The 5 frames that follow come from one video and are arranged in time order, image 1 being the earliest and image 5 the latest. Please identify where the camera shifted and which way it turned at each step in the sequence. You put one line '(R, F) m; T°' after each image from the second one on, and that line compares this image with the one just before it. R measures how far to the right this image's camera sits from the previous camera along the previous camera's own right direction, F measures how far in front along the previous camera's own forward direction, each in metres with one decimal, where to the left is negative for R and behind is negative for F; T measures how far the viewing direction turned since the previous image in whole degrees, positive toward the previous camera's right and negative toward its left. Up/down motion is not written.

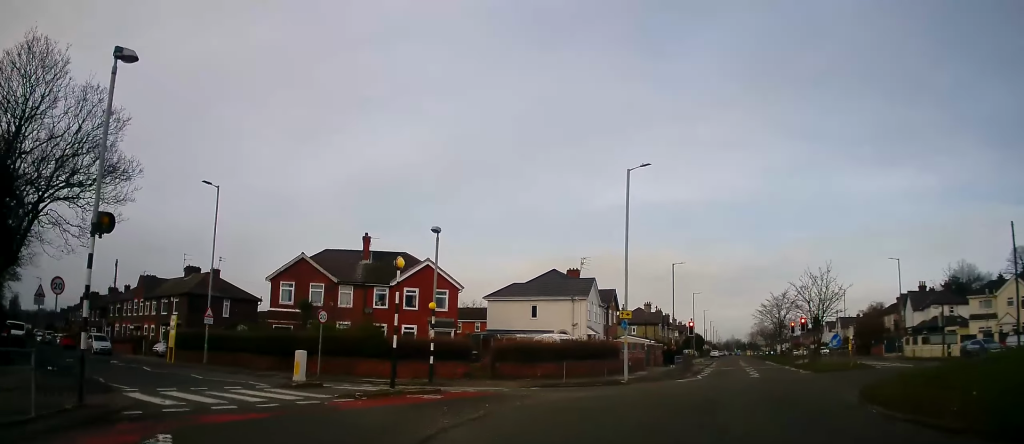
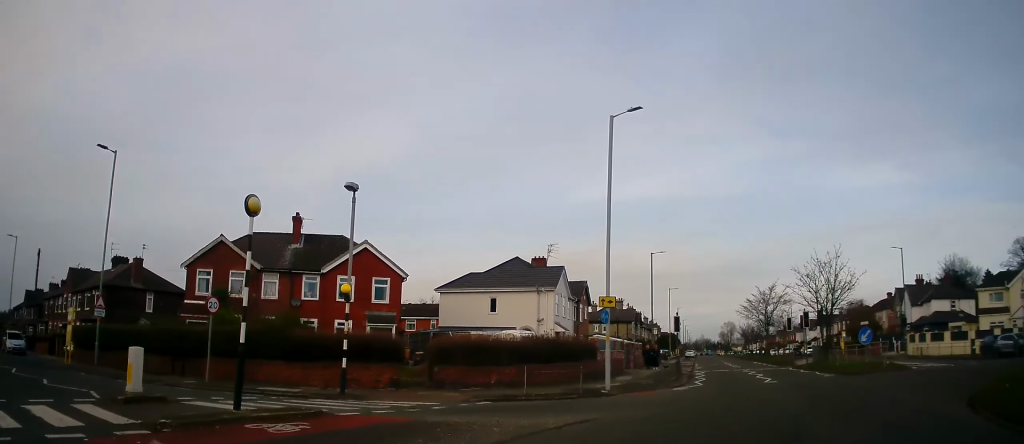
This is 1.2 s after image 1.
(+0.1, +6.8) m; +2°
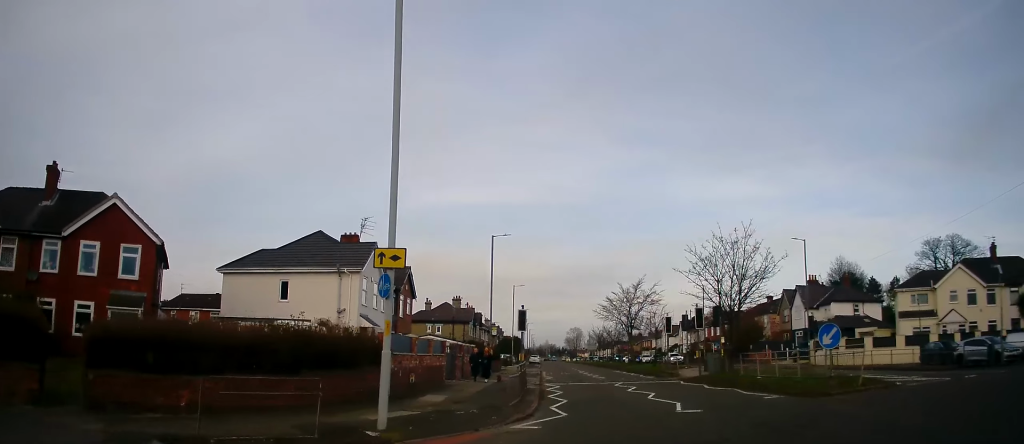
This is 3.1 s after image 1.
(+0.9, +10.4) m; +14°
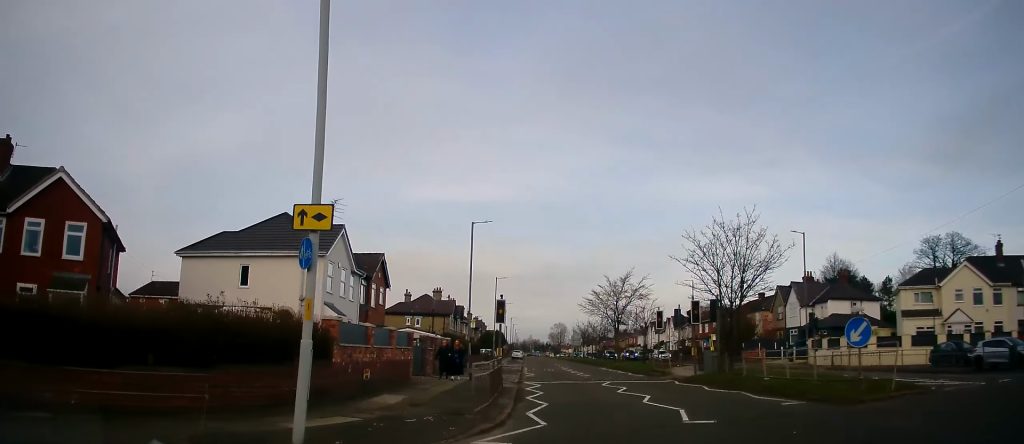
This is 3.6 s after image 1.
(+0.1, +2.8) m; +5°
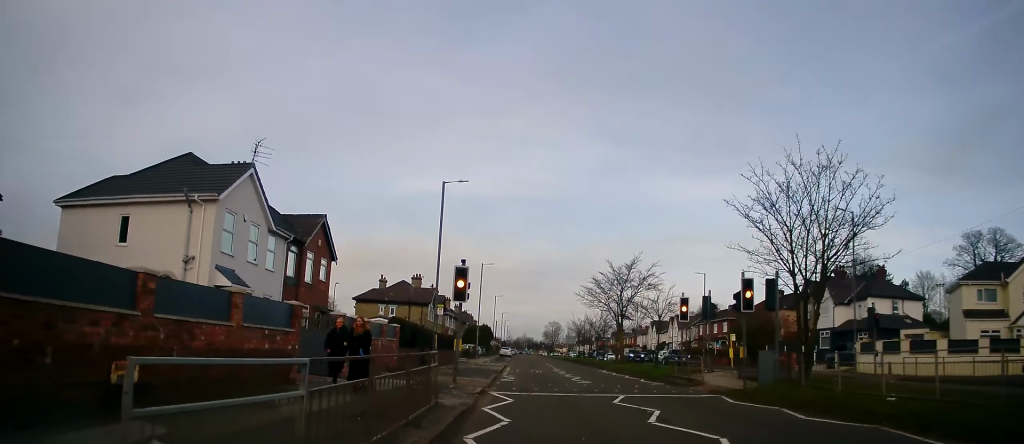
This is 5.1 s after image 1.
(+0.3, +9.0) m; -2°
